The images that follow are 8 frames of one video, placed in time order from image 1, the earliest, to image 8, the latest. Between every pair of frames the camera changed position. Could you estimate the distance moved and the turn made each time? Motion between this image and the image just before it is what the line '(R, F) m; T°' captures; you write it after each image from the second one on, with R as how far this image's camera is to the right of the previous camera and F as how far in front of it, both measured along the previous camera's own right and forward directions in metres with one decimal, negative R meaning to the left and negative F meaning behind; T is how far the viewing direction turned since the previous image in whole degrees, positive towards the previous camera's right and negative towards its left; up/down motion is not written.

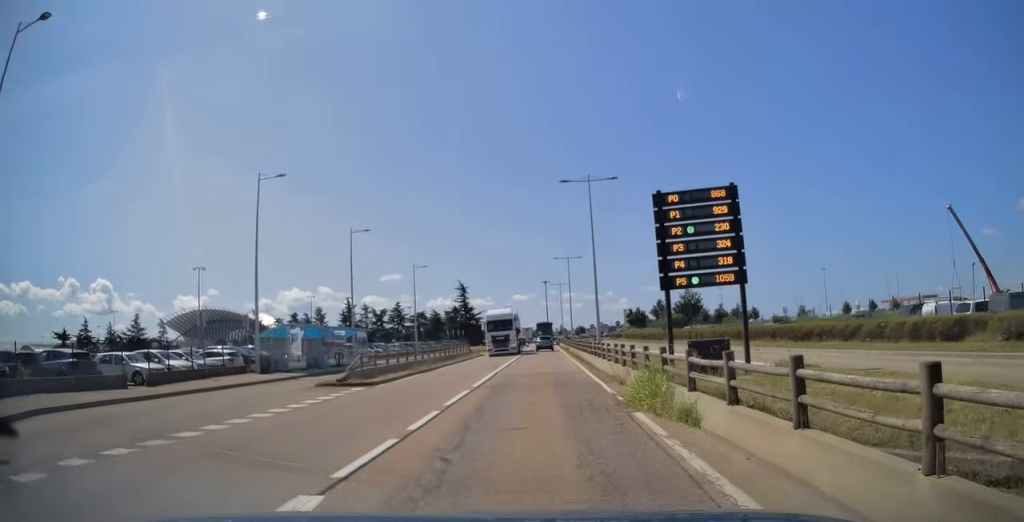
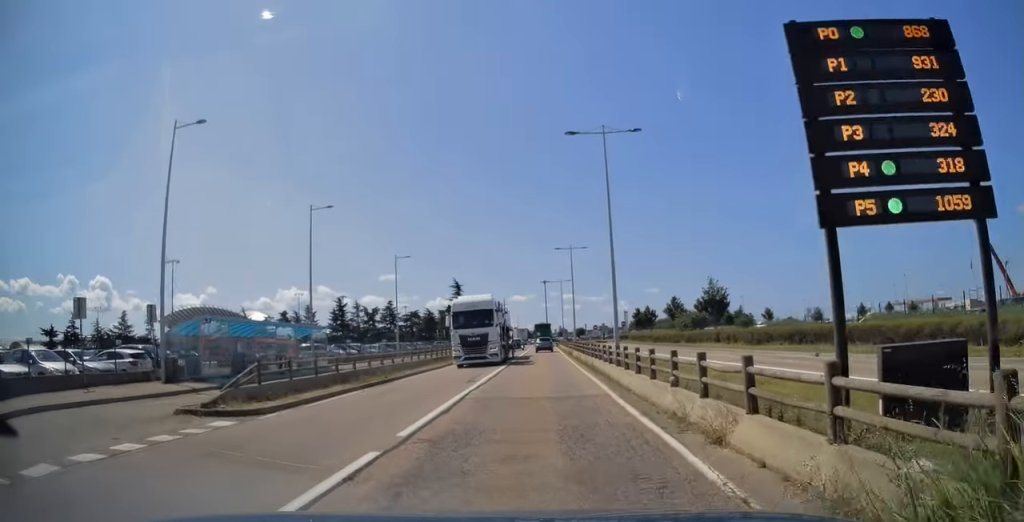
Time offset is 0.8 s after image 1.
(0.0, +8.6) m; 0°
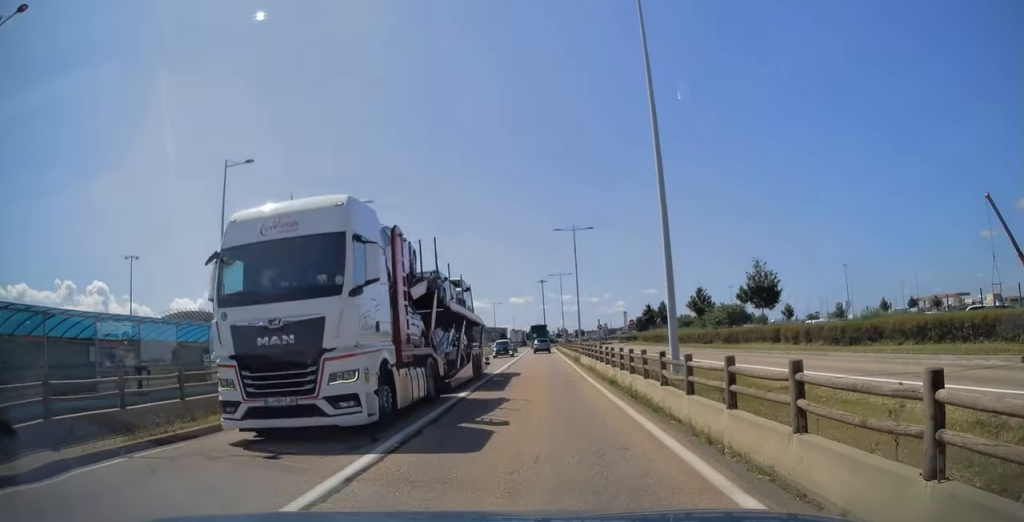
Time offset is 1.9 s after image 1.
(0.0, +11.5) m; 0°
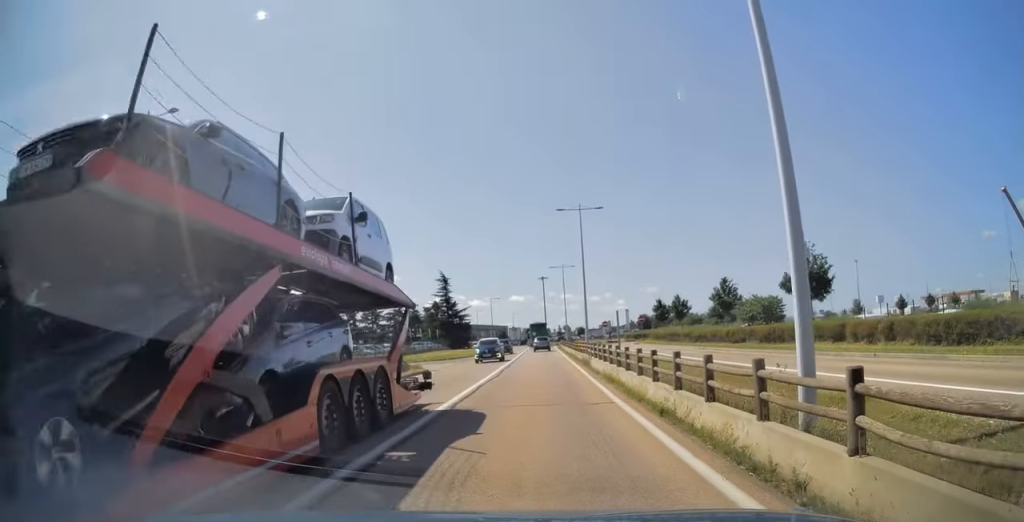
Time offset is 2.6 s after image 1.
(0.0, +7.2) m; 0°
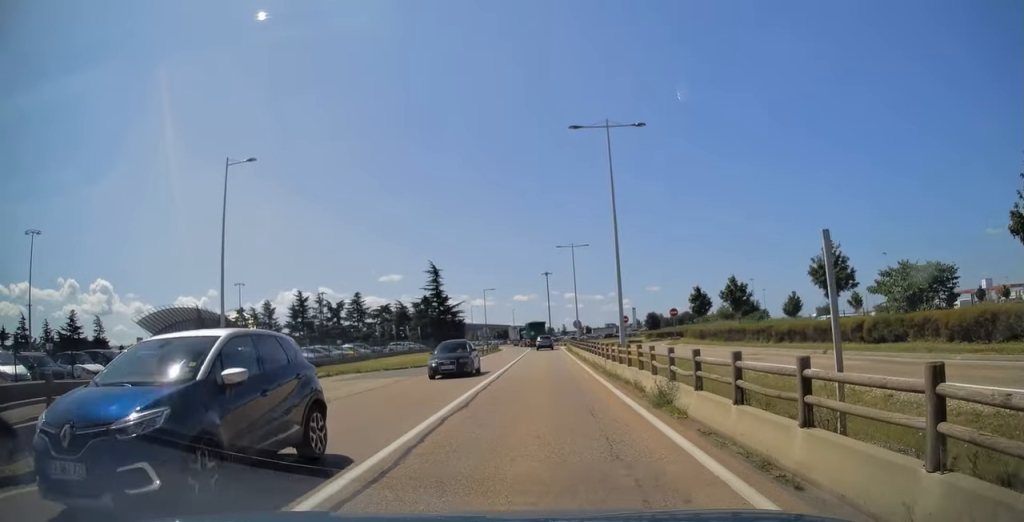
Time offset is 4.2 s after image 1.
(0.0, +17.3) m; -1°
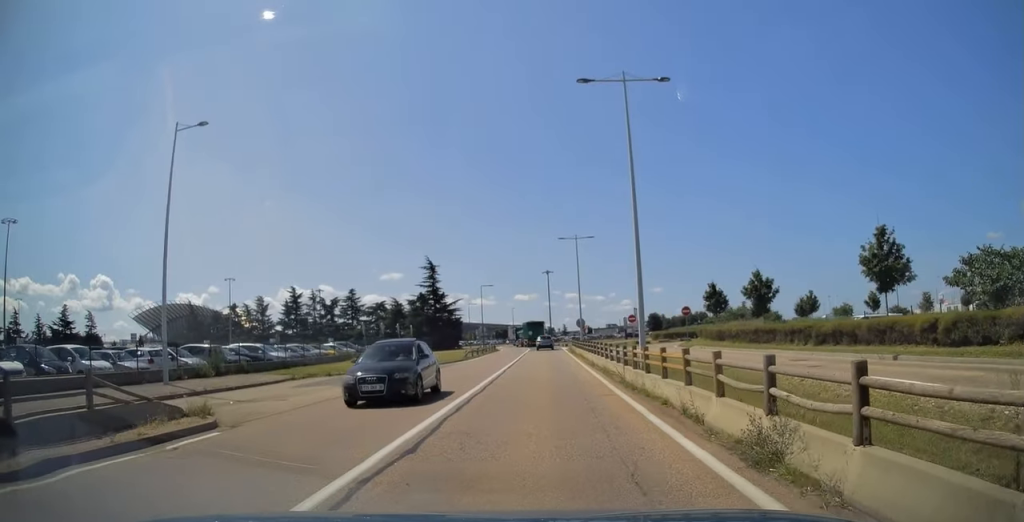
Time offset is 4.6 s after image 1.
(0.0, +5.1) m; 0°
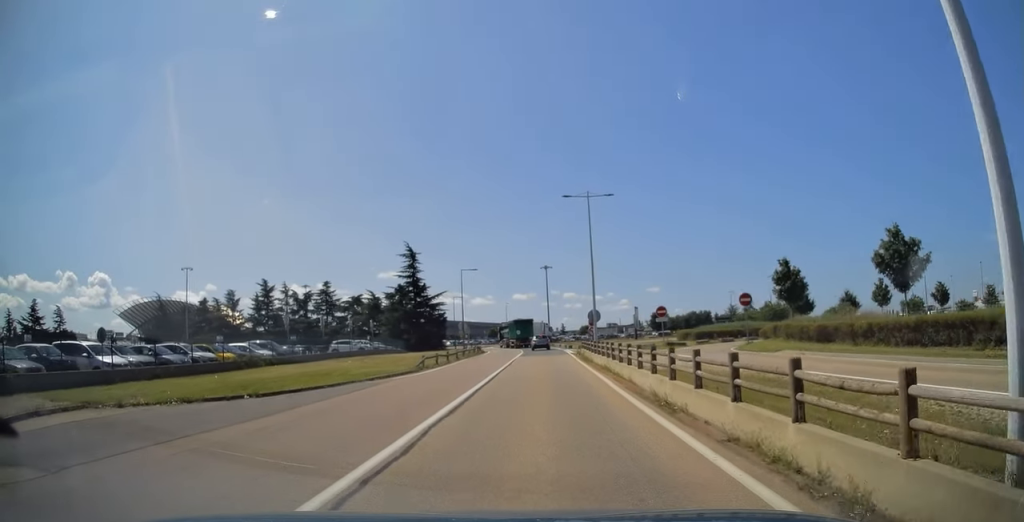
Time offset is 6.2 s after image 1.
(+0.1, +17.3) m; +1°
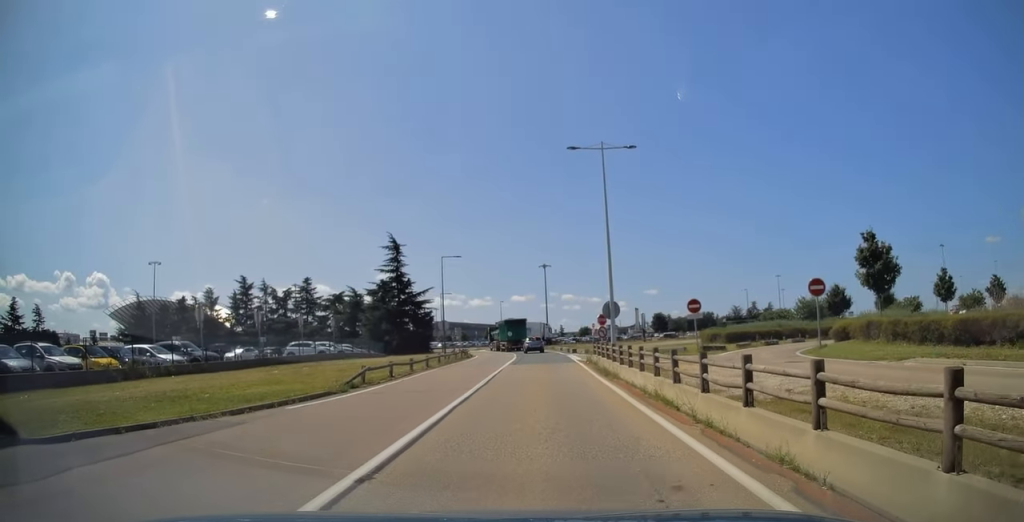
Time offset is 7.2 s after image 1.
(+0.1, +11.3) m; 0°
